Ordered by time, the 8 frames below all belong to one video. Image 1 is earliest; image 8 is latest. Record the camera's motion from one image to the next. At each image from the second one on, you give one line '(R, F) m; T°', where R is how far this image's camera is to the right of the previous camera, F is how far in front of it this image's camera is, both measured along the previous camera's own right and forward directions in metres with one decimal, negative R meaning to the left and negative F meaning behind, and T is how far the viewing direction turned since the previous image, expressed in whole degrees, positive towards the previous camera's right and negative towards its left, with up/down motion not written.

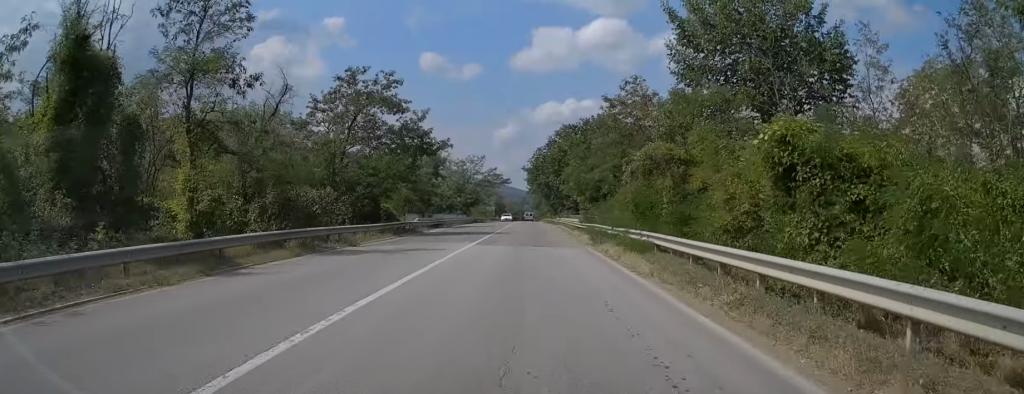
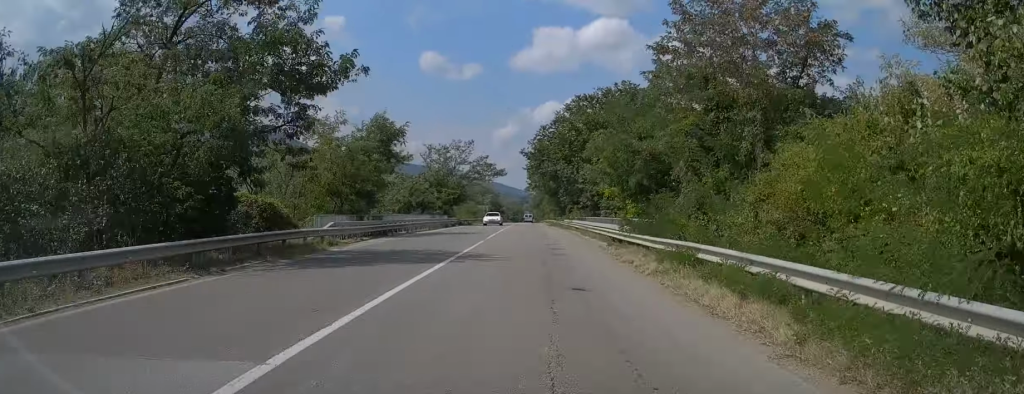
(-0.1, +19.7) m; +1°
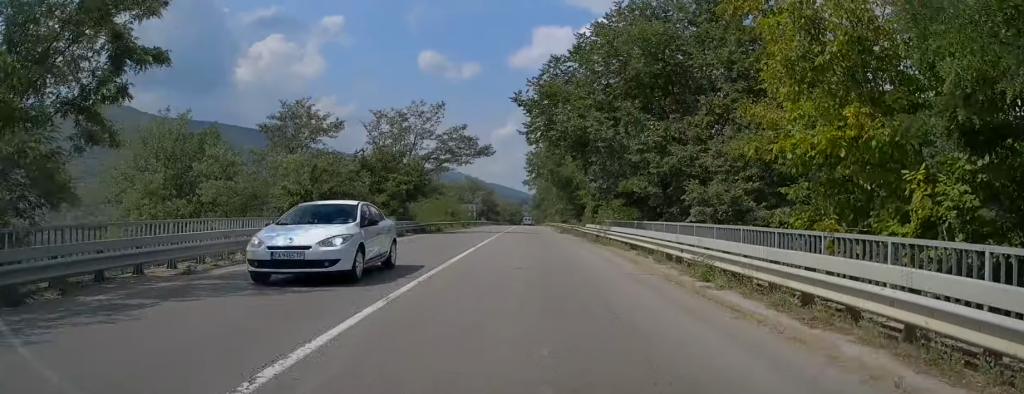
(+0.4, +25.8) m; 0°
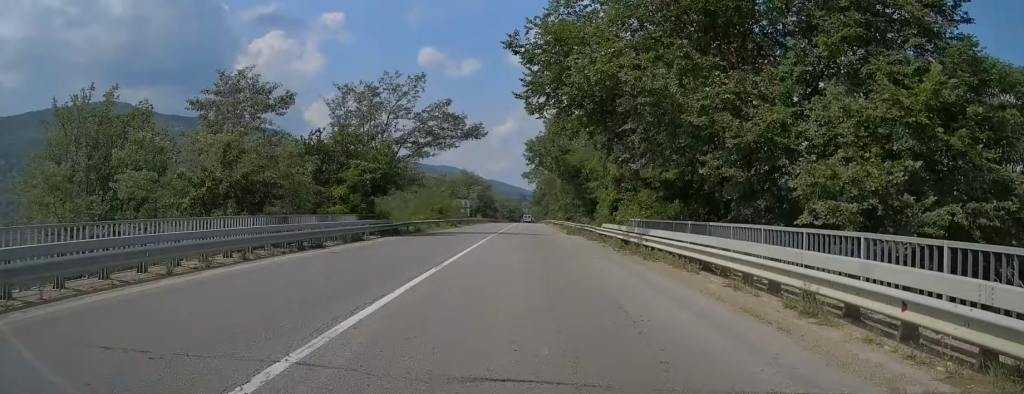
(0.0, +9.3) m; 0°
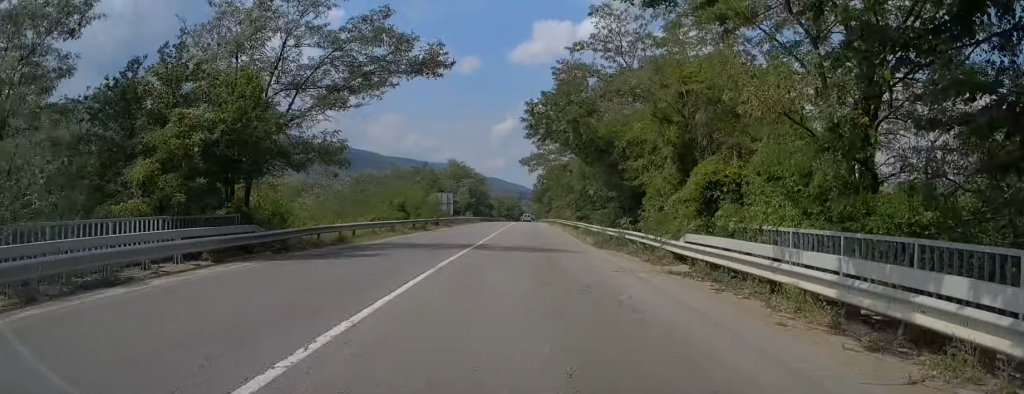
(-0.4, +17.4) m; 0°
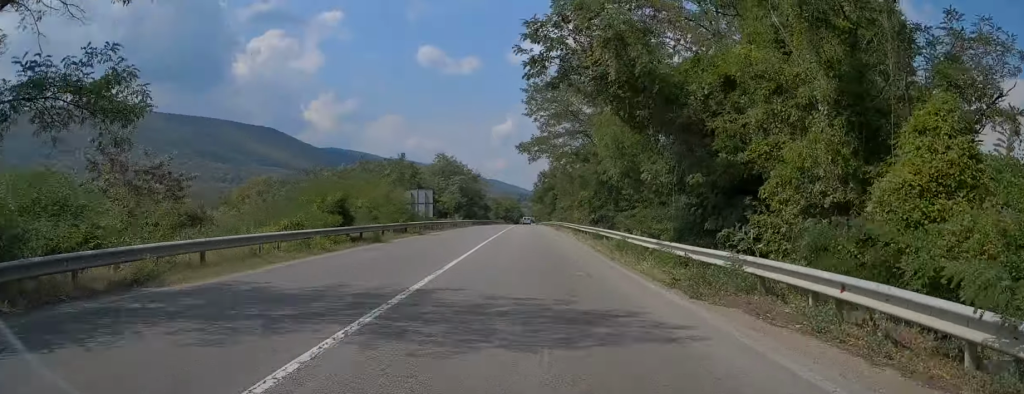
(+0.3, +13.4) m; 0°
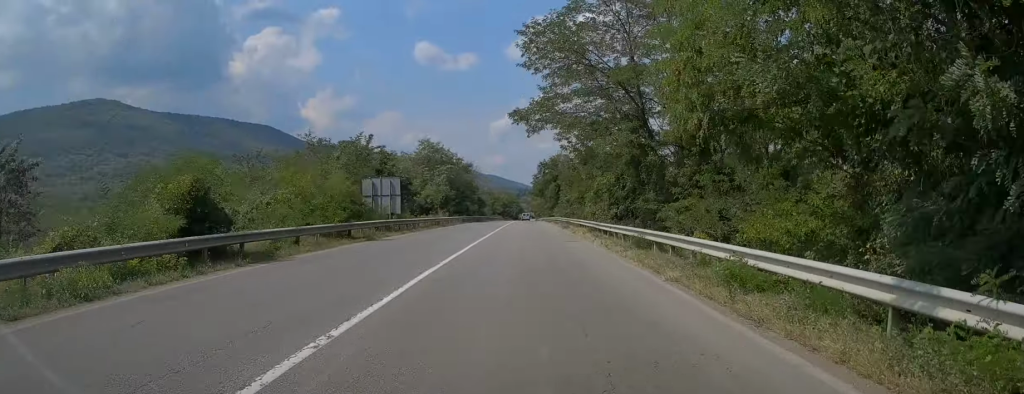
(+0.1, +12.2) m; 0°
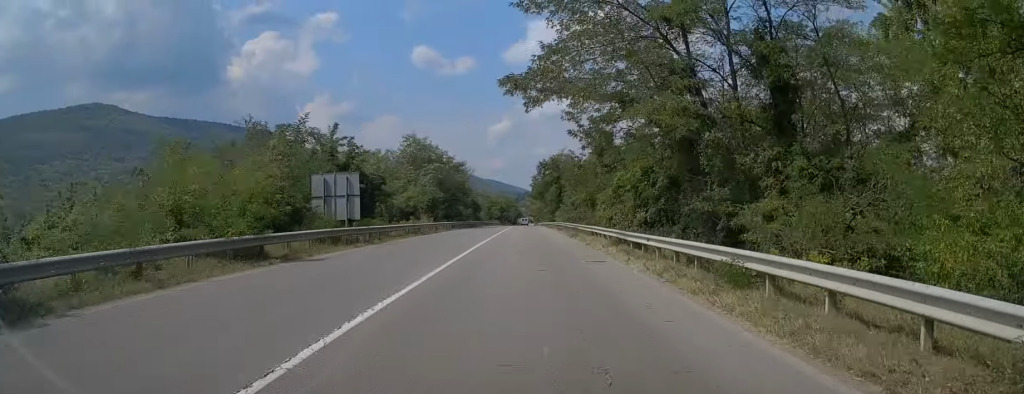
(-0.2, +8.9) m; 0°
